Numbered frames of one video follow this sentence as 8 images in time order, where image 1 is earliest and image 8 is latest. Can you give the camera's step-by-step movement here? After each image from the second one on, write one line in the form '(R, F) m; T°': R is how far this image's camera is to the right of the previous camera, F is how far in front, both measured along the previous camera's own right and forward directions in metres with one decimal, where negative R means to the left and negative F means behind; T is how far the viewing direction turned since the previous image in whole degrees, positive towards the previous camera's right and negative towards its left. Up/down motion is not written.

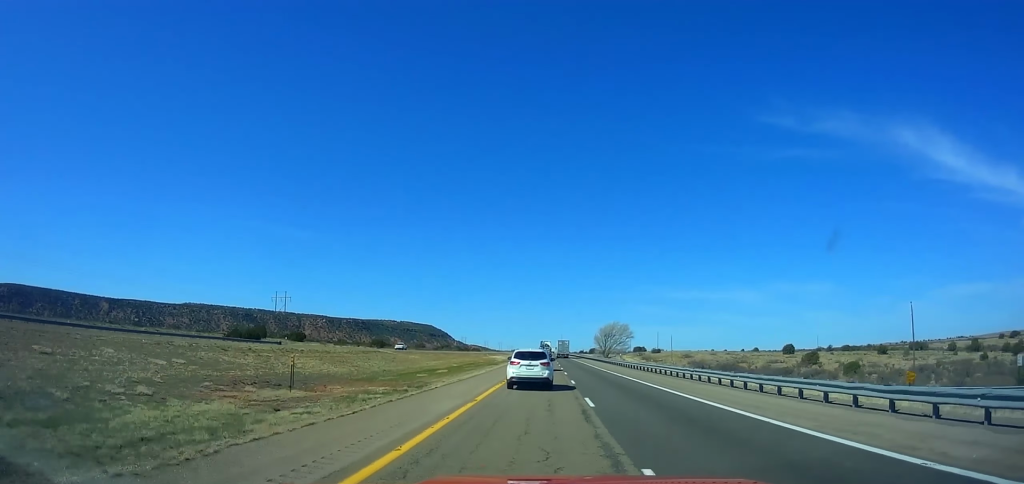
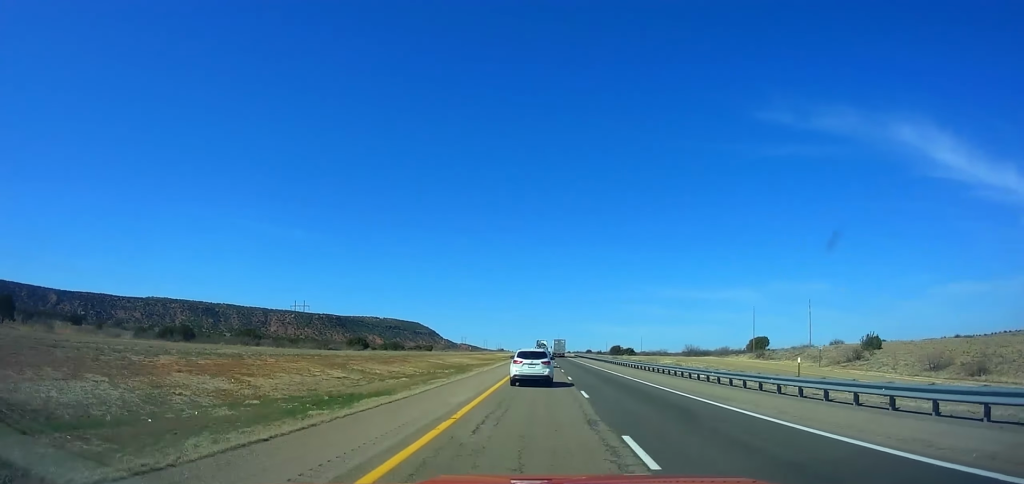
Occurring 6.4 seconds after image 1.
(+0.6, +180.1) m; 0°
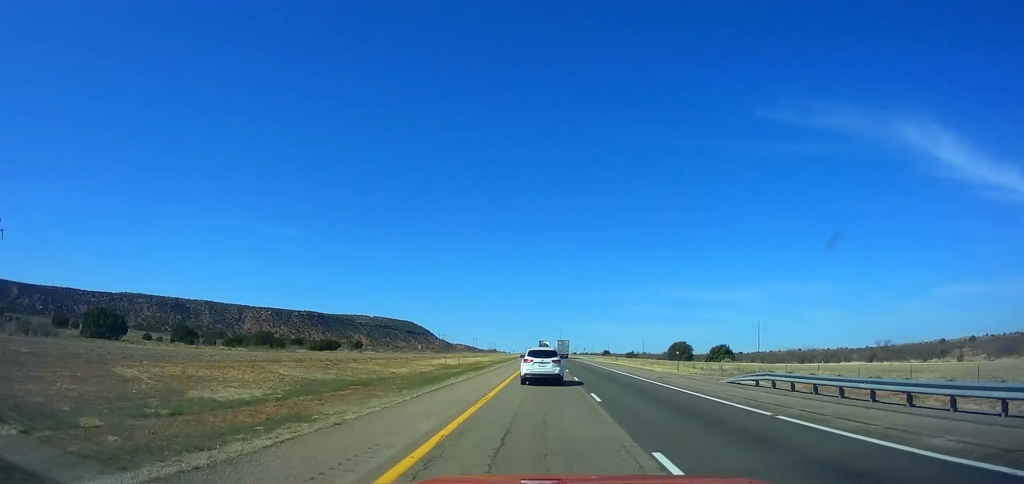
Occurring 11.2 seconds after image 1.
(-1.0, +134.3) m; 0°
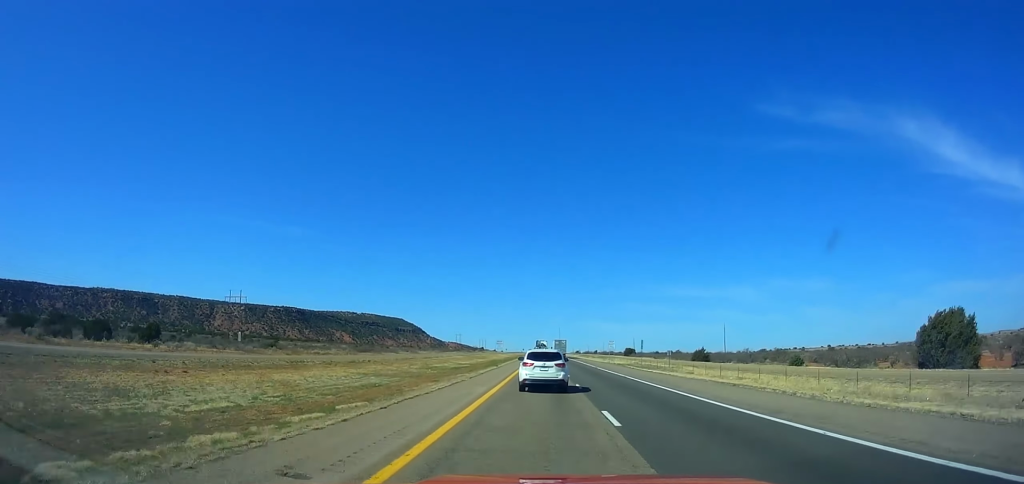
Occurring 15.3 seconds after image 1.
(+1.0, +114.0) m; 0°
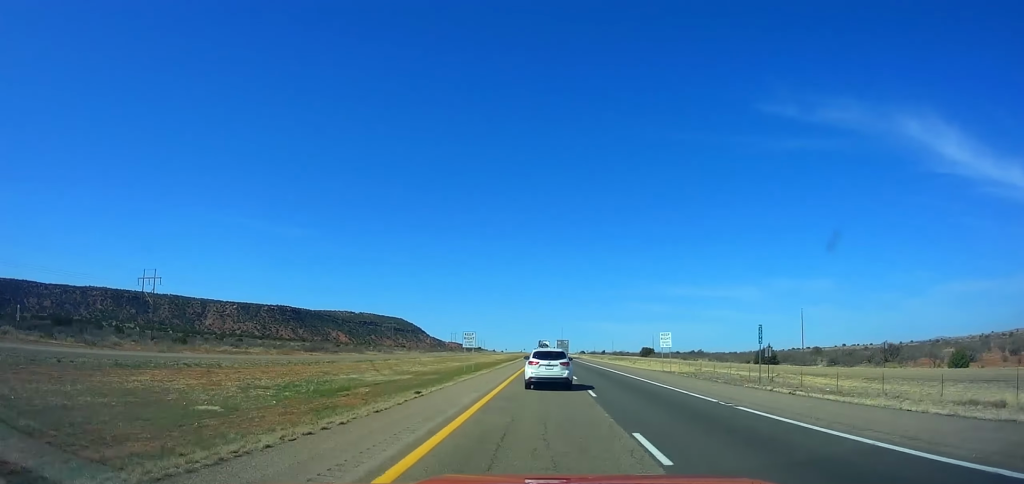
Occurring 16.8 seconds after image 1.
(-0.1, +41.4) m; 0°
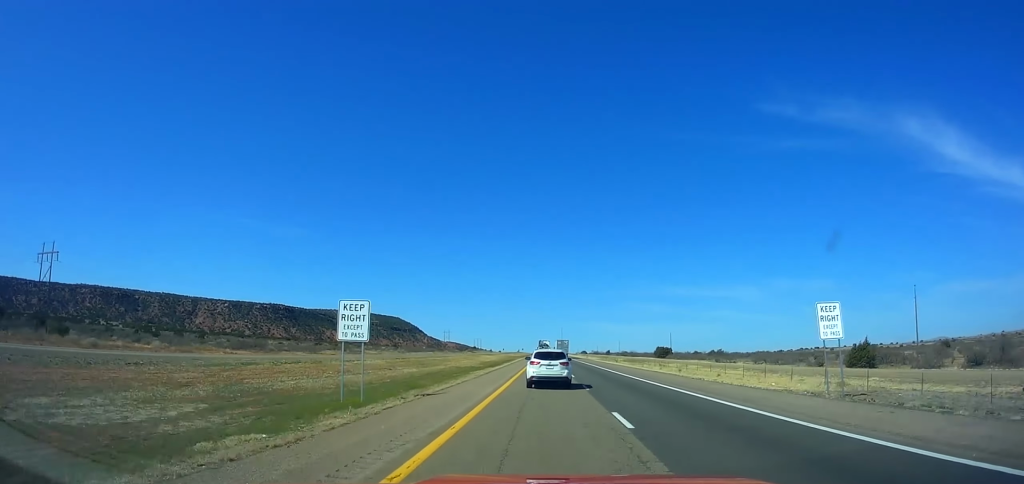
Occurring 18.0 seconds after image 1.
(0.0, +33.0) m; 0°
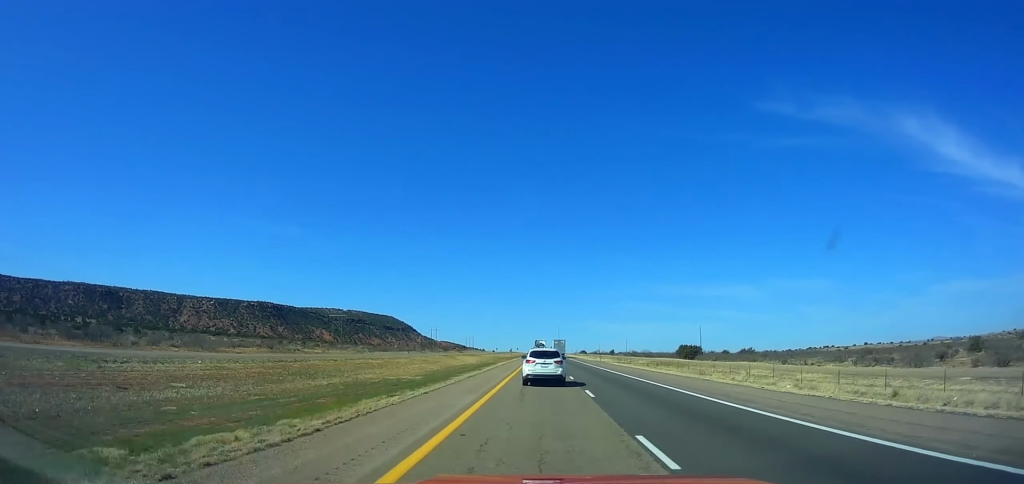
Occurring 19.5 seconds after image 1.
(+0.1, +41.2) m; 0°
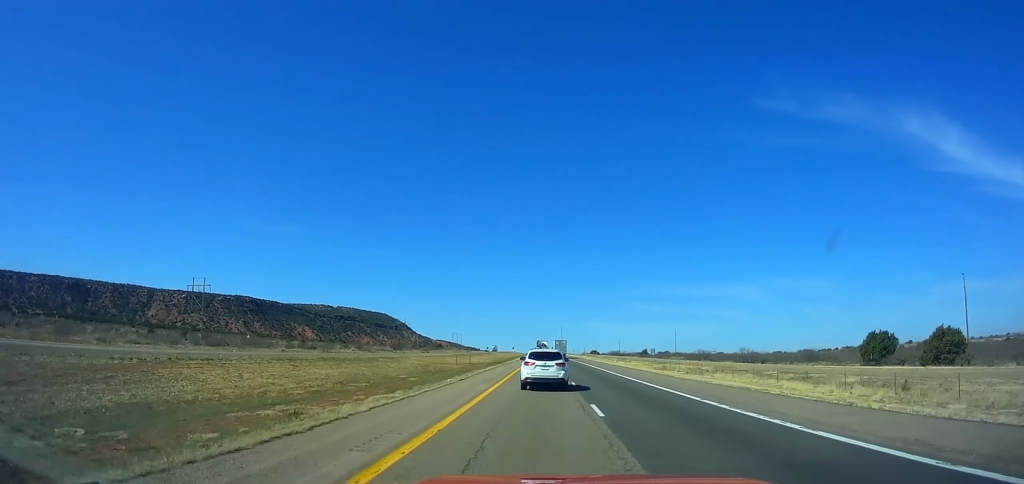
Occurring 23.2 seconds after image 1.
(-0.6, +101.3) m; 0°
